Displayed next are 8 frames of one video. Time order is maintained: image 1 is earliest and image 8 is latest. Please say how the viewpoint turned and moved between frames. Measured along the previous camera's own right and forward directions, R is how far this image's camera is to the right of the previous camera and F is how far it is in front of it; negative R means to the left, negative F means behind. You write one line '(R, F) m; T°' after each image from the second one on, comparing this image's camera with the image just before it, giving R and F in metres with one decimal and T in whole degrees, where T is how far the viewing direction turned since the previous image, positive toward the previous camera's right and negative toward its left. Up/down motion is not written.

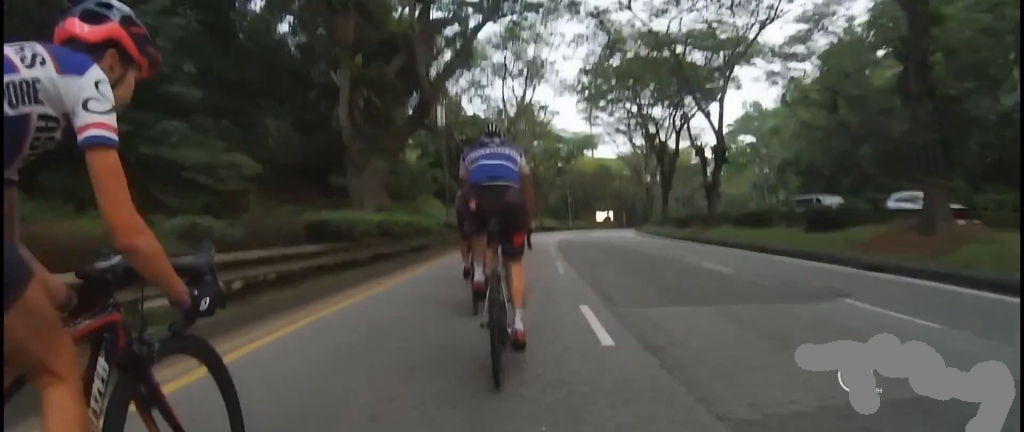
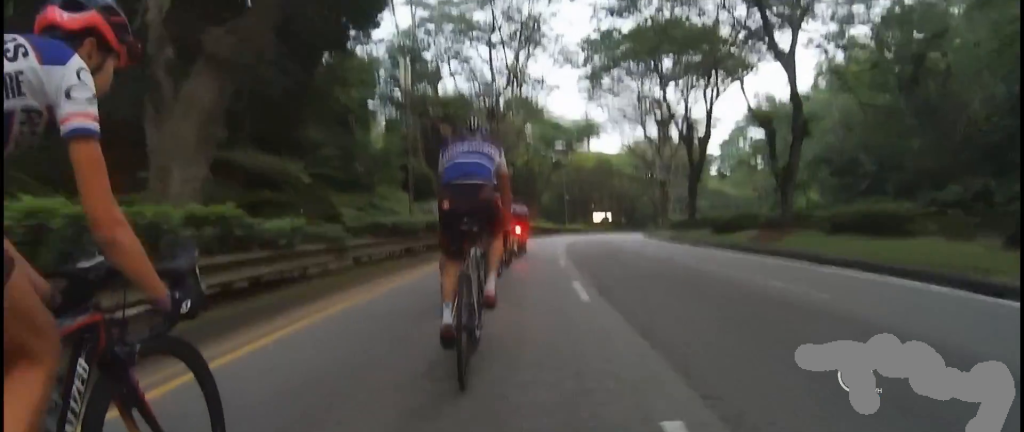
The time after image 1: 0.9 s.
(+0.6, +8.6) m; +2°
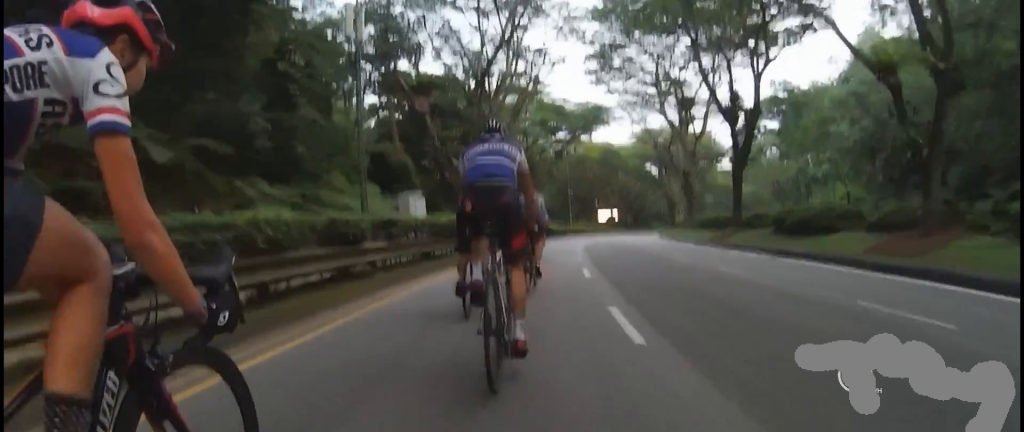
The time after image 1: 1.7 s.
(-0.2, +7.3) m; -3°
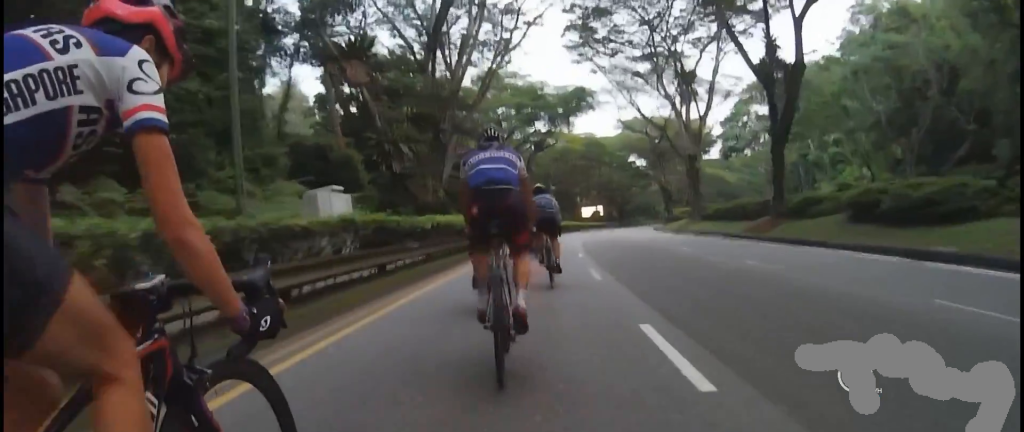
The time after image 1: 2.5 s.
(-0.4, +6.8) m; 0°
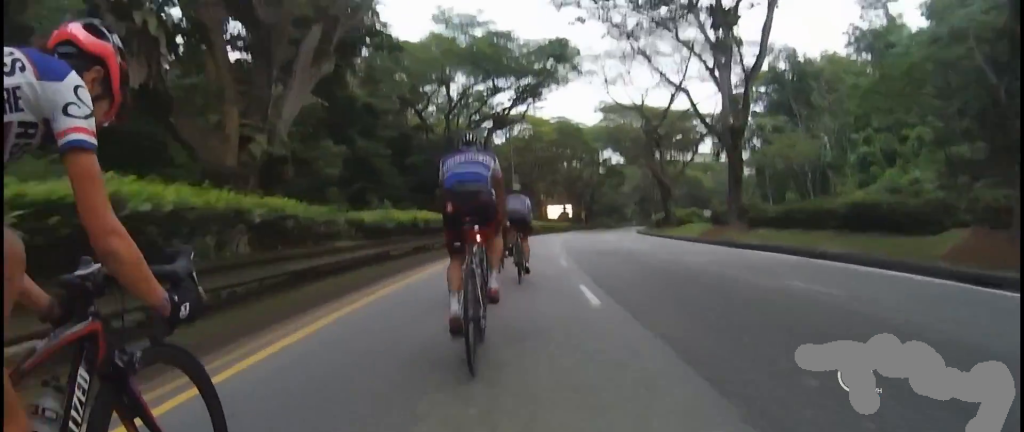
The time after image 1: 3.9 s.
(+1.2, +13.1) m; +5°
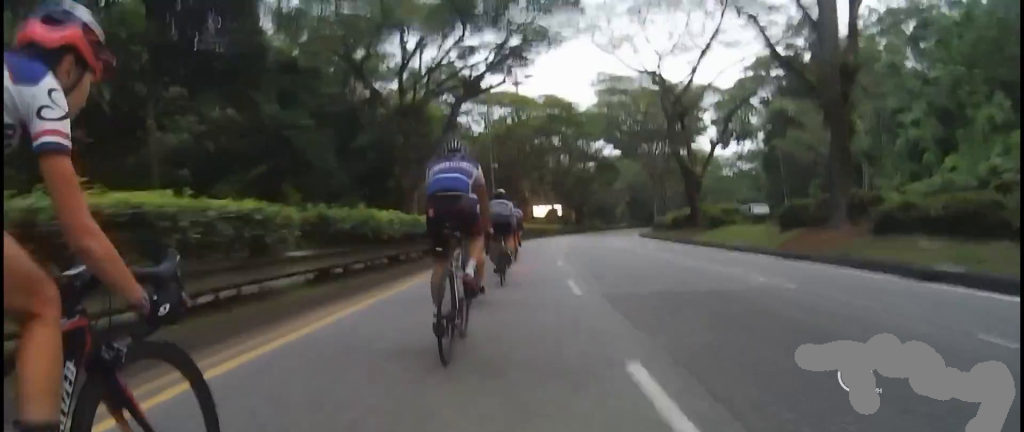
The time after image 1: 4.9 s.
(-0.2, +9.9) m; -1°
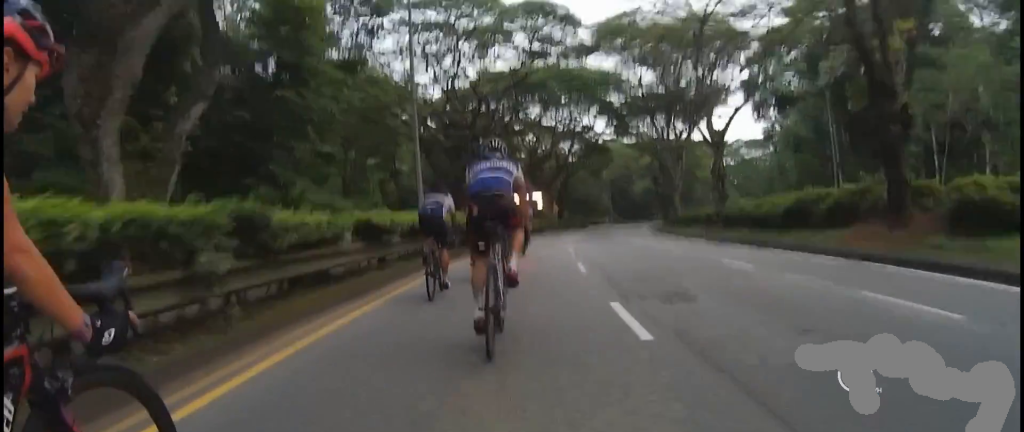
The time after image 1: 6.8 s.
(+1.9, +21.3) m; +11°
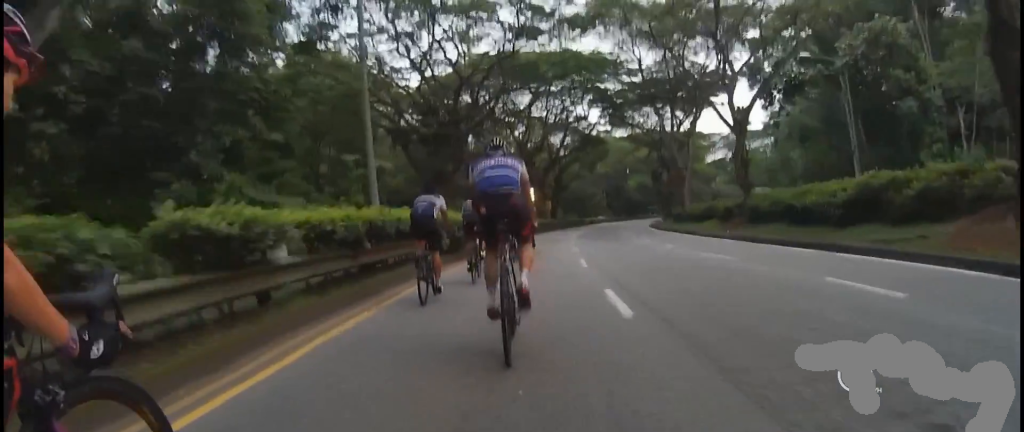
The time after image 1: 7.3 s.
(+0.1, +5.1) m; +1°
